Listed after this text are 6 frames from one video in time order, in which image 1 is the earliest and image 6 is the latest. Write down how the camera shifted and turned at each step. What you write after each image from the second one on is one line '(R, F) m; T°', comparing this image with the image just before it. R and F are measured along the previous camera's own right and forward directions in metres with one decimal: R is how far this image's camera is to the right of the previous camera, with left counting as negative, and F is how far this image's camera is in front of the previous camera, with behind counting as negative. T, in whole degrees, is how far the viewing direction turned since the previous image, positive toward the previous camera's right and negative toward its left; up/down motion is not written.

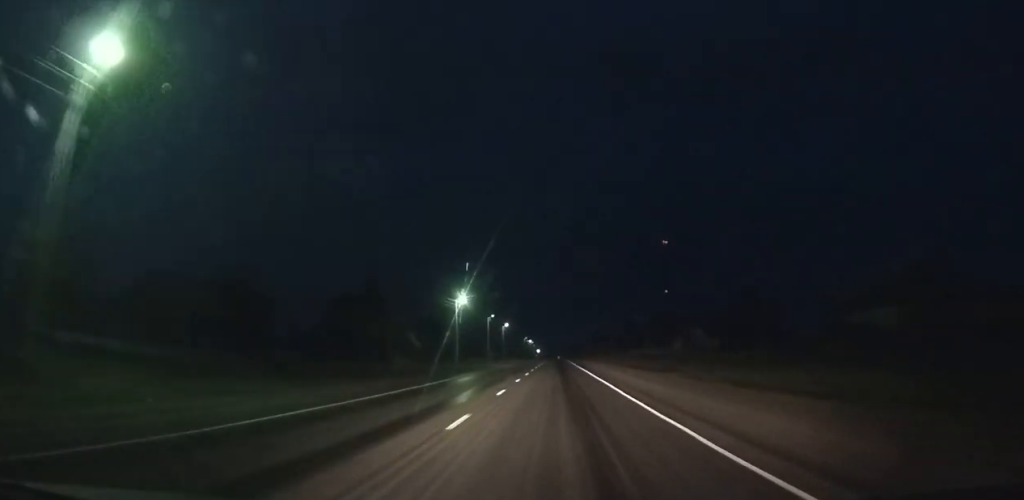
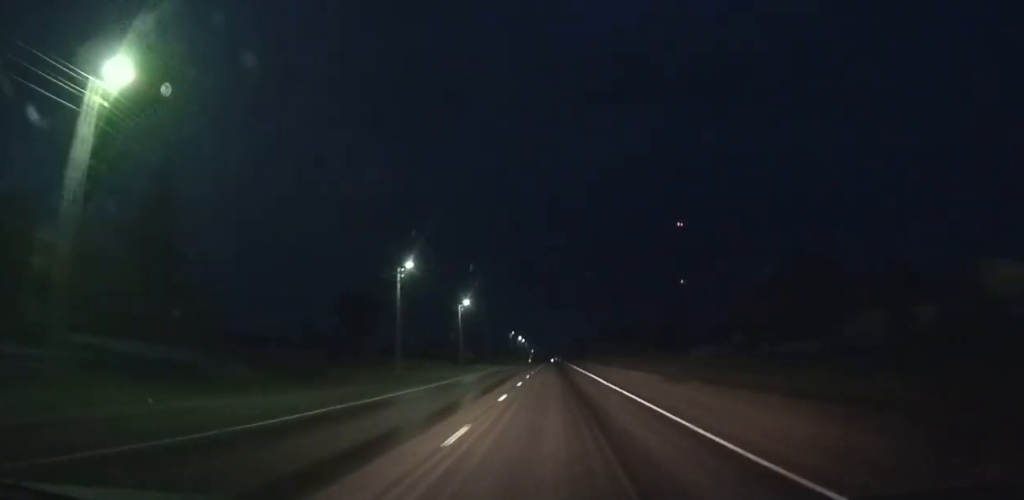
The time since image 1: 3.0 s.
(0.0, +57.2) m; 0°
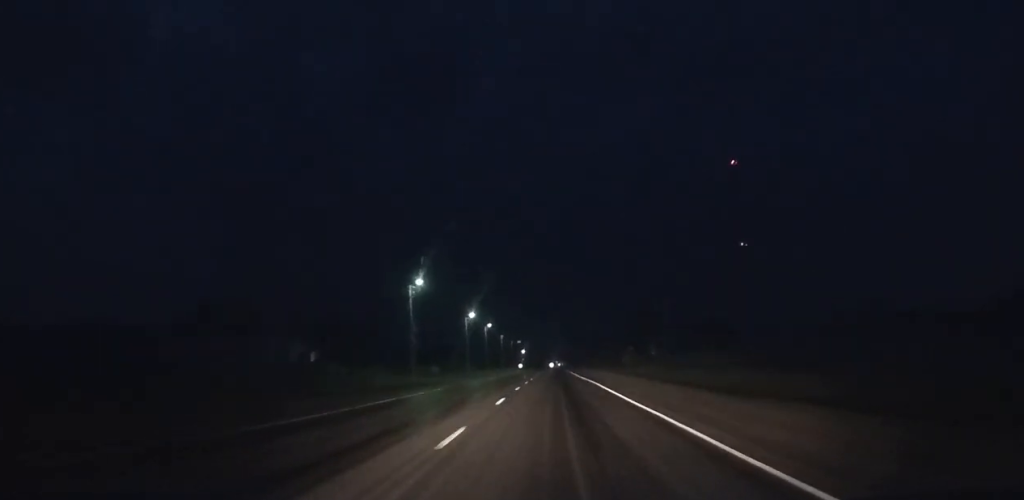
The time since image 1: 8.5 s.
(+0.4, +107.8) m; 0°
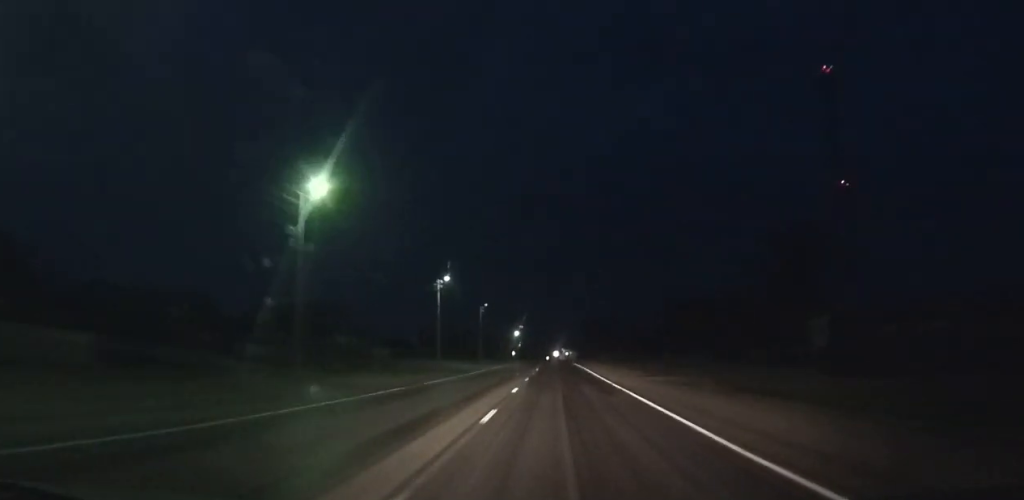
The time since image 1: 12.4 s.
(-0.3, +79.3) m; -1°
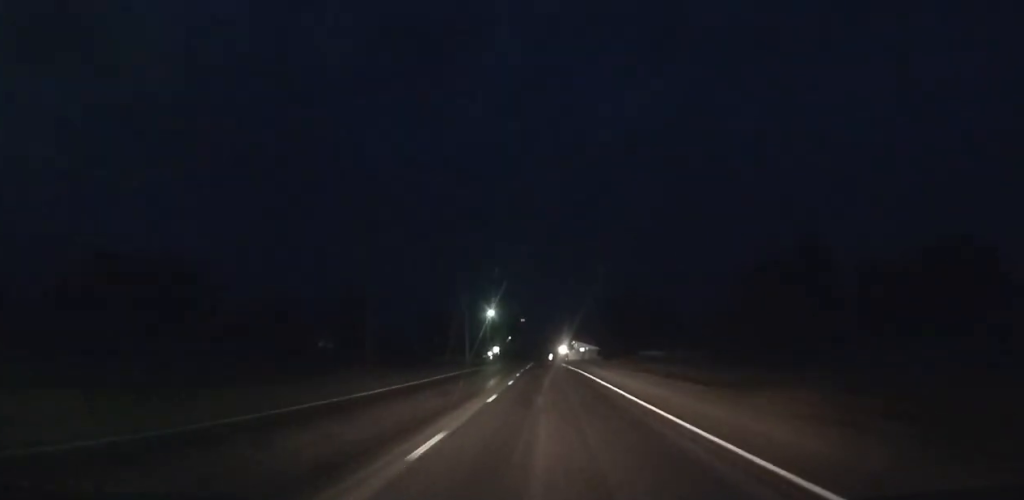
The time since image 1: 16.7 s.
(-0.6, +82.4) m; -1°
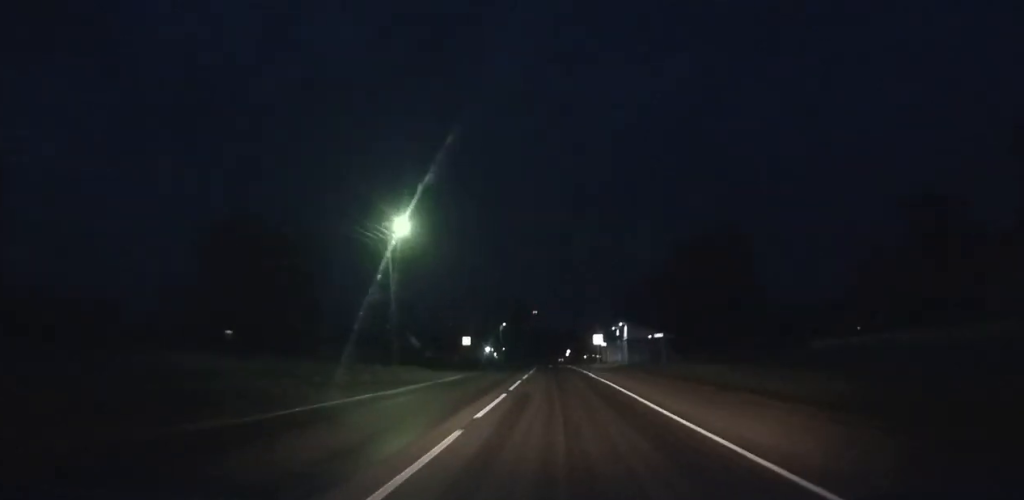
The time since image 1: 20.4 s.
(-0.8, +64.4) m; -1°
